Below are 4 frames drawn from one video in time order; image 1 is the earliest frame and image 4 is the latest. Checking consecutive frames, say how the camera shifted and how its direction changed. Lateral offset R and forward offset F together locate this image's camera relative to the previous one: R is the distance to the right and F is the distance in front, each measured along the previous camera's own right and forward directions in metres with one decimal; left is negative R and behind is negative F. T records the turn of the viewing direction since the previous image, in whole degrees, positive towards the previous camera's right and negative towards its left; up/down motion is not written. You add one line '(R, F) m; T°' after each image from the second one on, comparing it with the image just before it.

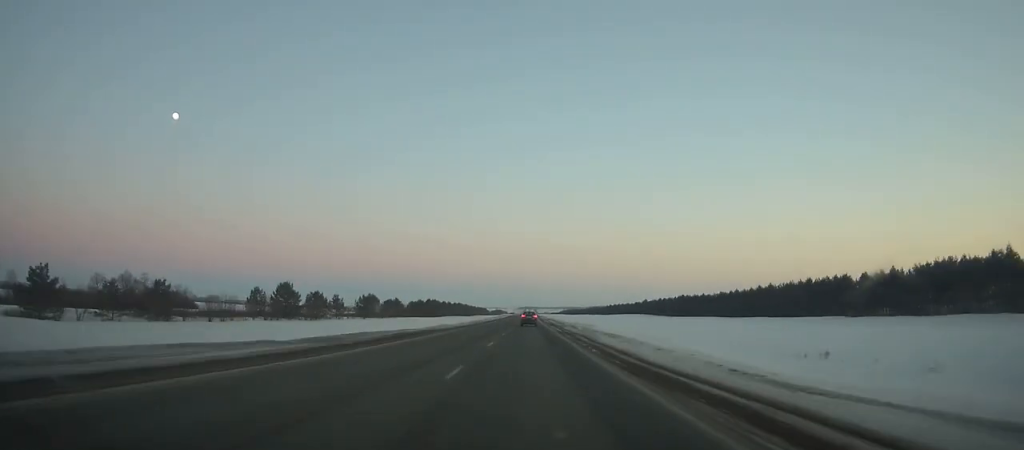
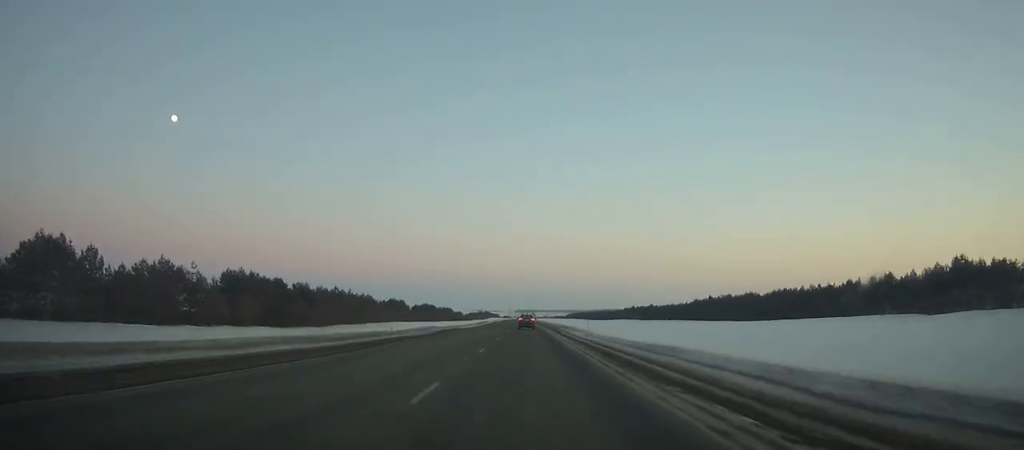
(+0.6, +279.5) m; 0°
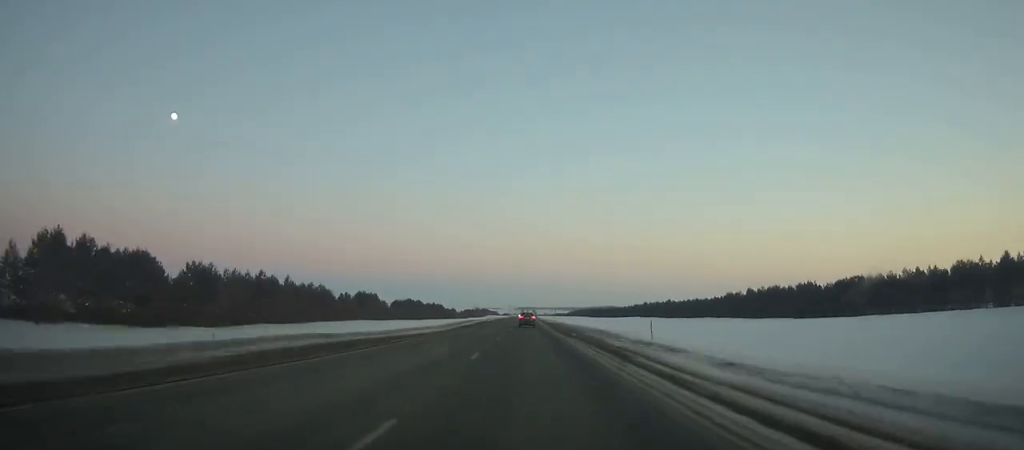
(0.0, +40.2) m; 0°
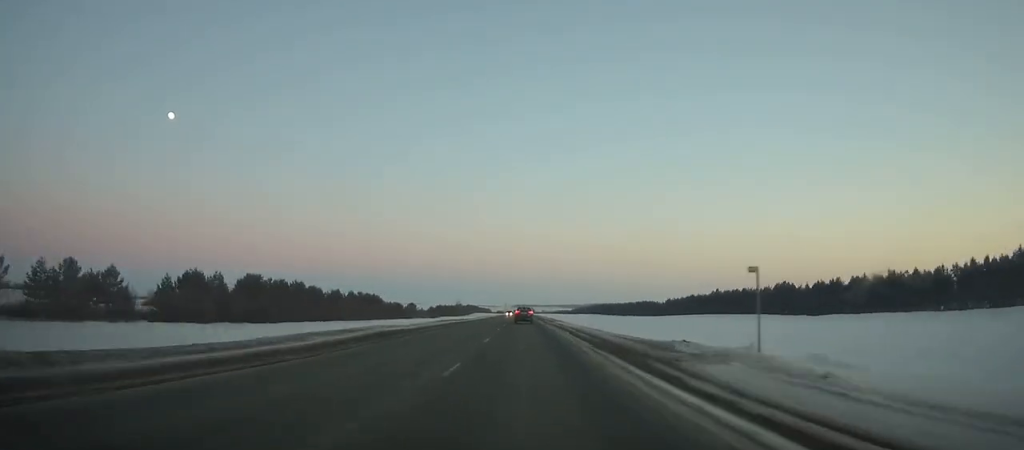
(-0.1, +137.5) m; 0°
